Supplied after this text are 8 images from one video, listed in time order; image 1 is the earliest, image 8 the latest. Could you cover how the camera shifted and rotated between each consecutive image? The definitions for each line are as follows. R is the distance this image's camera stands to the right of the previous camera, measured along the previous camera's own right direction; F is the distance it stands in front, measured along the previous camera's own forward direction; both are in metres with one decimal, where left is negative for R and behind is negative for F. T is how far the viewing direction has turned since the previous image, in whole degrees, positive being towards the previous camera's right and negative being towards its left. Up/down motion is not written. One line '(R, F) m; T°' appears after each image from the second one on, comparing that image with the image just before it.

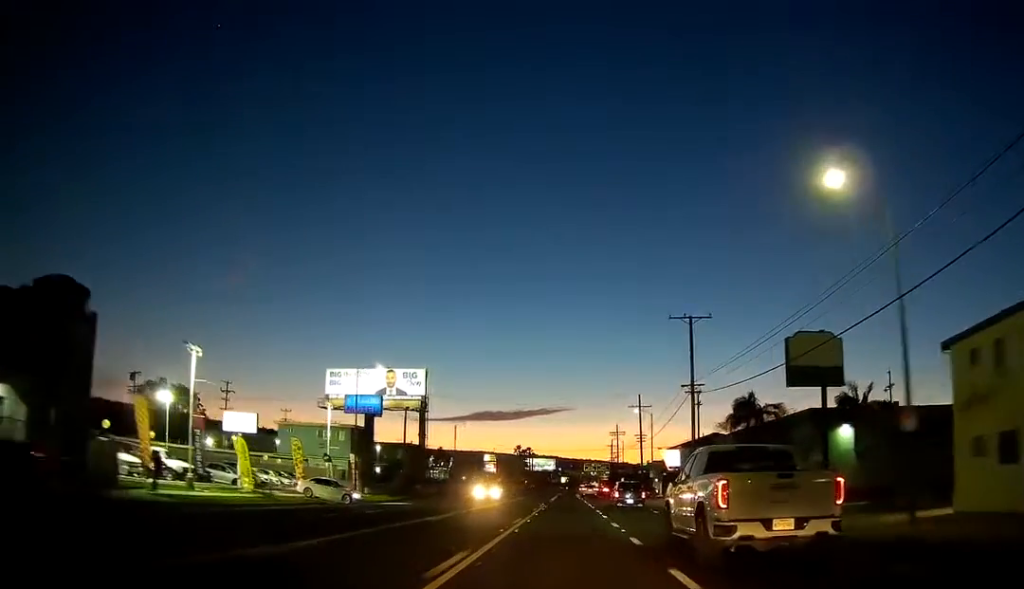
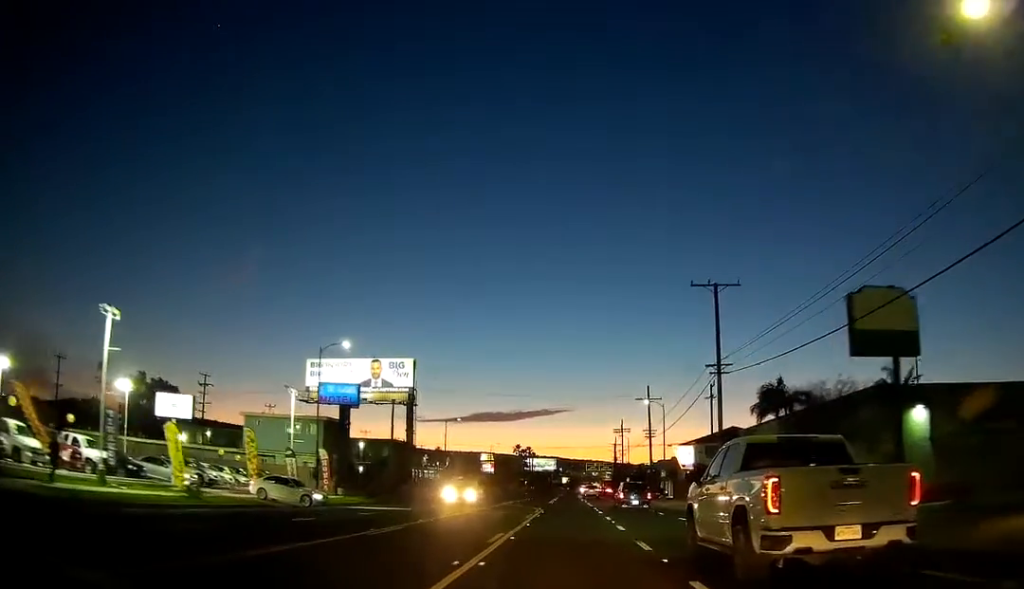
(+0.1, +8.6) m; 0°
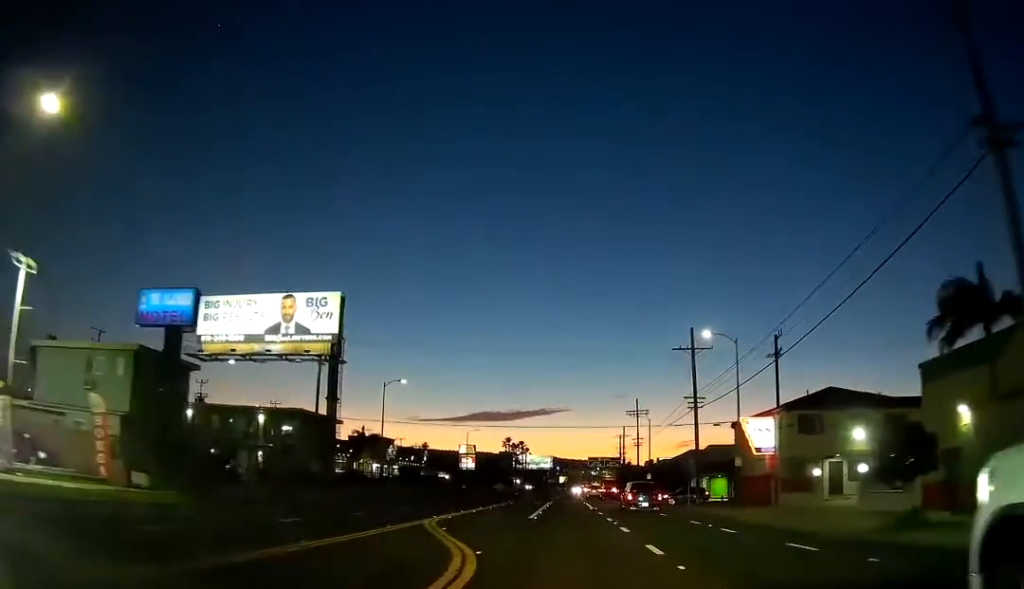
(-0.2, +31.3) m; -1°
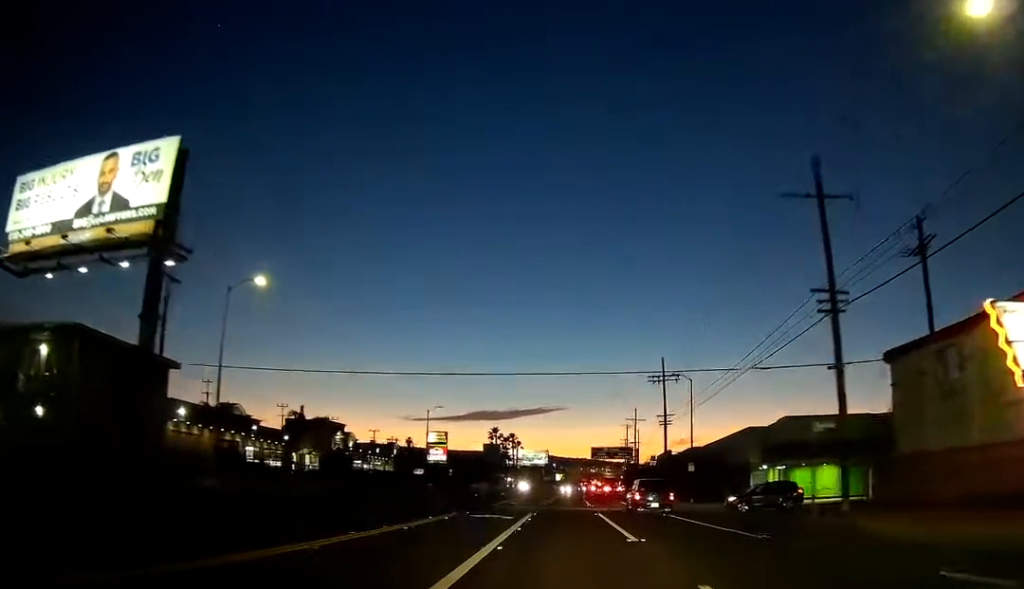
(+0.1, +29.4) m; +1°
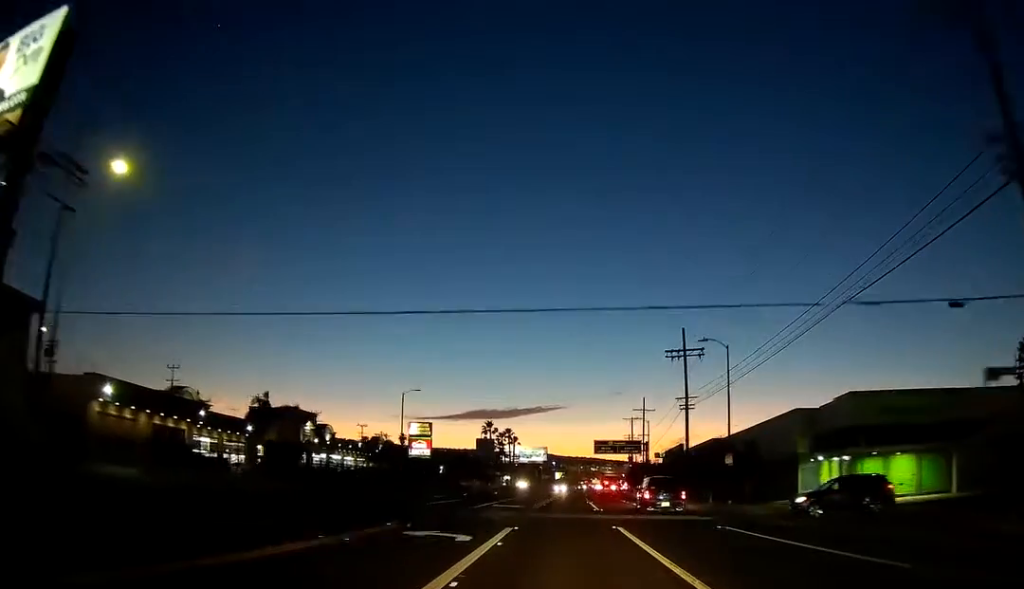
(+0.2, +12.9) m; 0°
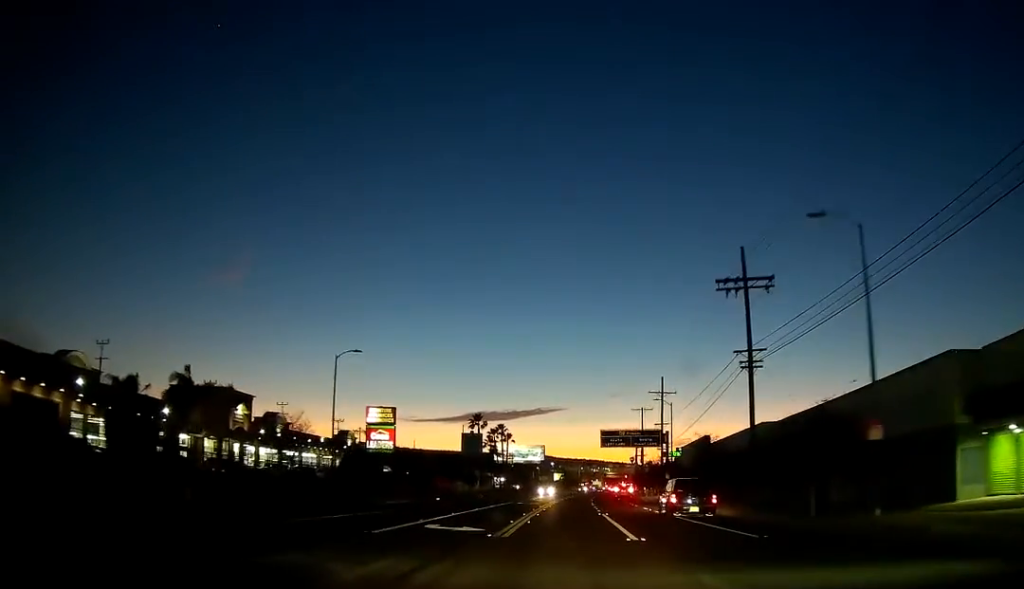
(-0.4, +20.6) m; -1°
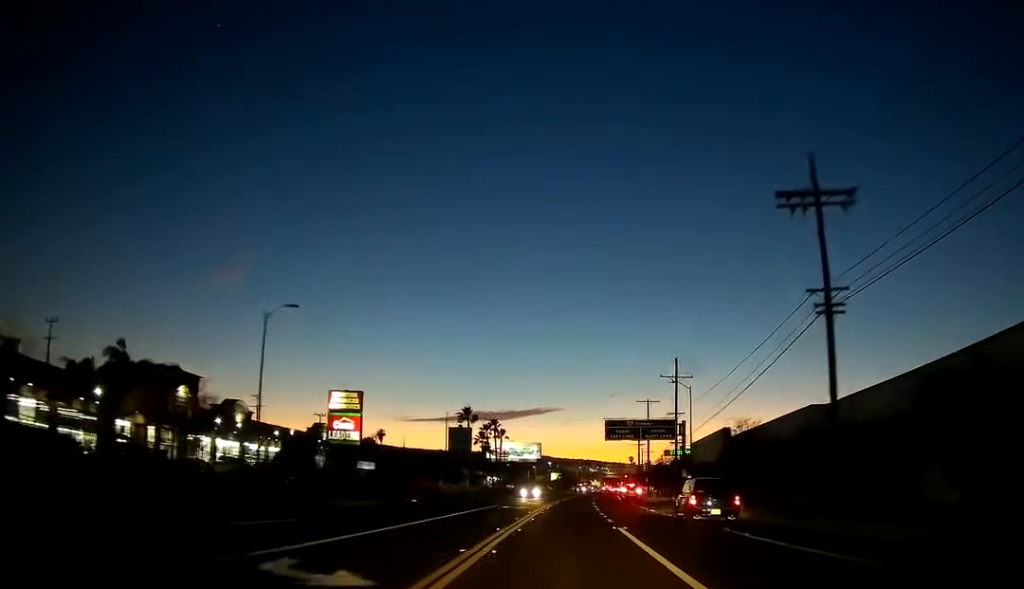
(+0.1, +11.6) m; +1°
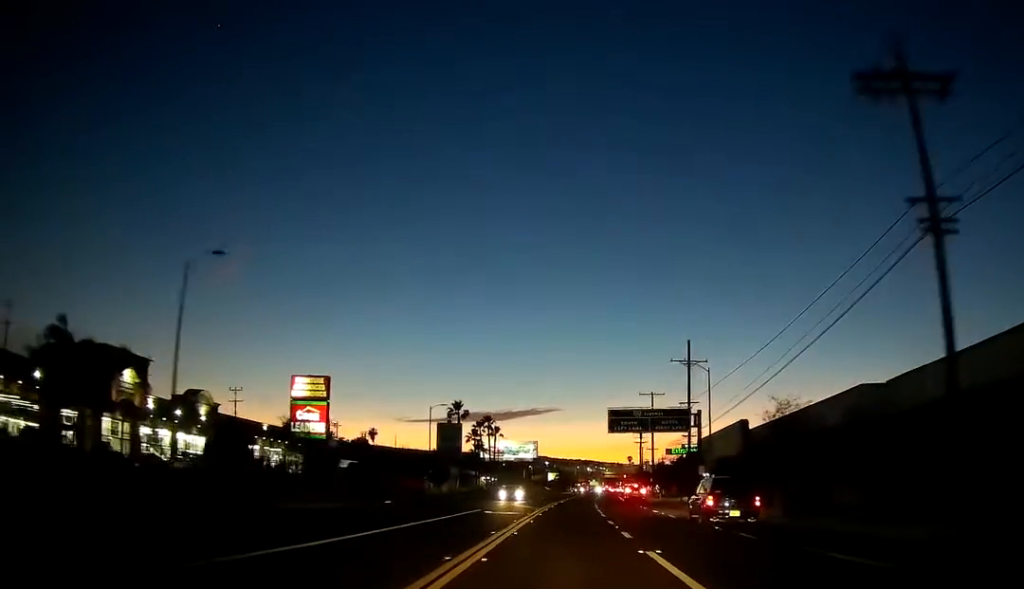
(0.0, +9.1) m; 0°
